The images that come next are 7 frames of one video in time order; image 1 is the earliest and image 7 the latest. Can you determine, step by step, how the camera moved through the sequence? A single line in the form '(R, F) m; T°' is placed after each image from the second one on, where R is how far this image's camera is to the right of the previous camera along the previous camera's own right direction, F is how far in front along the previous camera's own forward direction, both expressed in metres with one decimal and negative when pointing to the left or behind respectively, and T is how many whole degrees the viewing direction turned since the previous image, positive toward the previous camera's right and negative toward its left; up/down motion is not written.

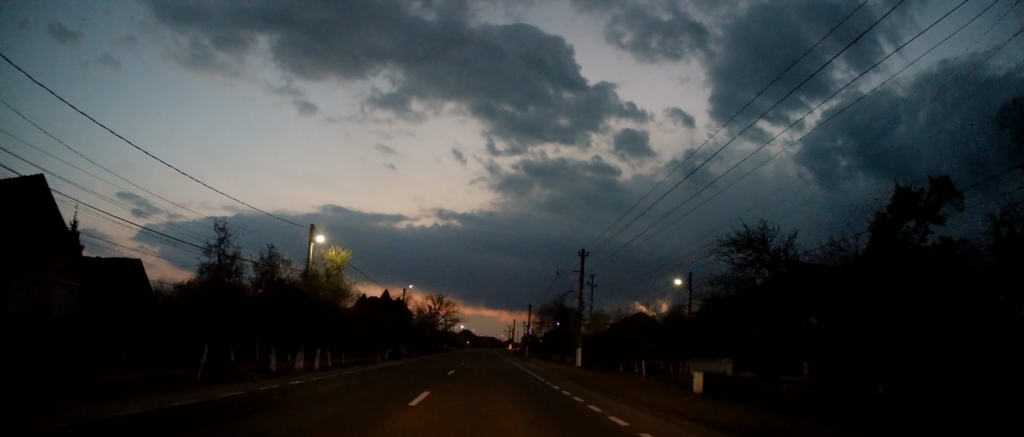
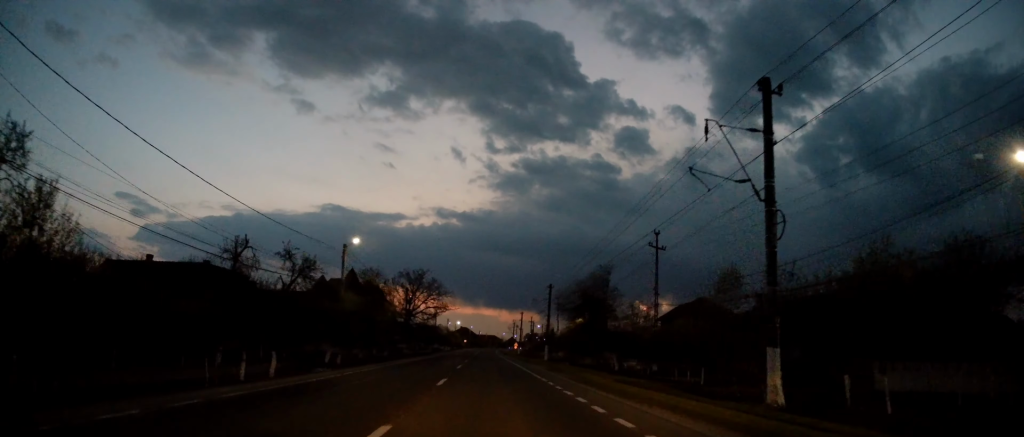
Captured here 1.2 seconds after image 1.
(-1.0, +28.8) m; -2°
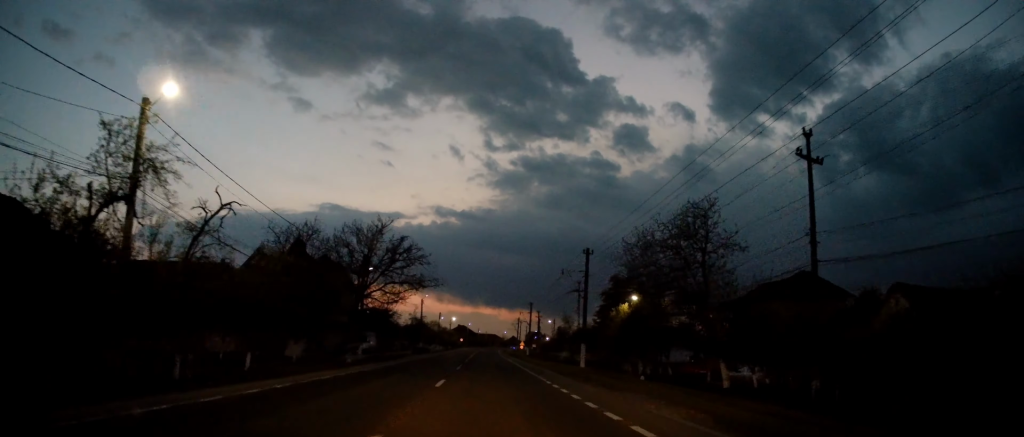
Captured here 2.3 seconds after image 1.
(+0.6, +24.2) m; +3°
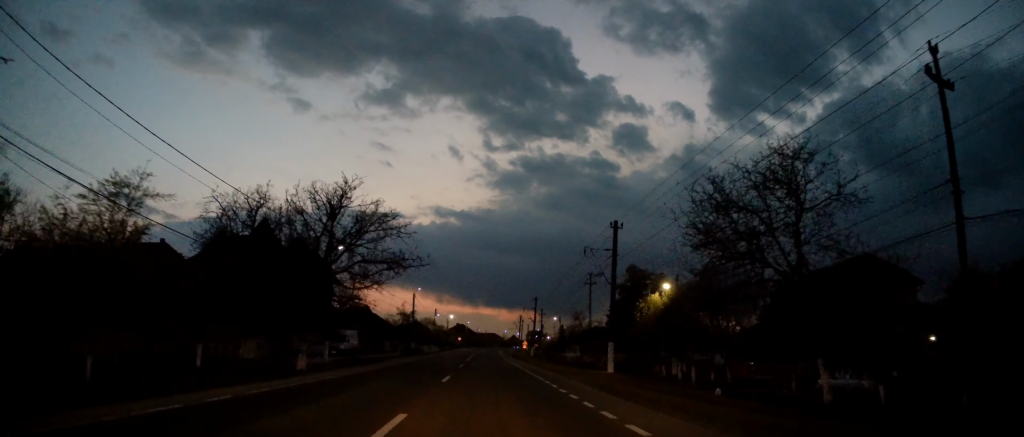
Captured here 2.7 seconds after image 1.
(+0.2, +9.4) m; 0°
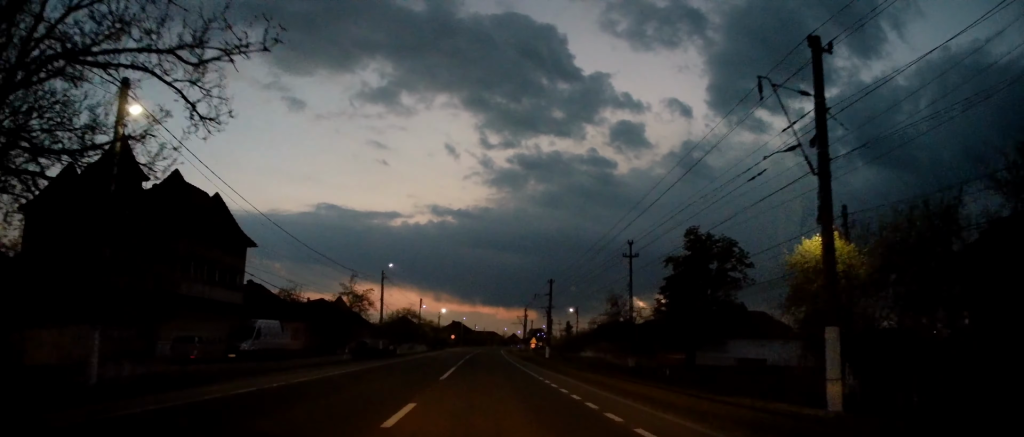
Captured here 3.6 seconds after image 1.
(+0.1, +21.8) m; -1°
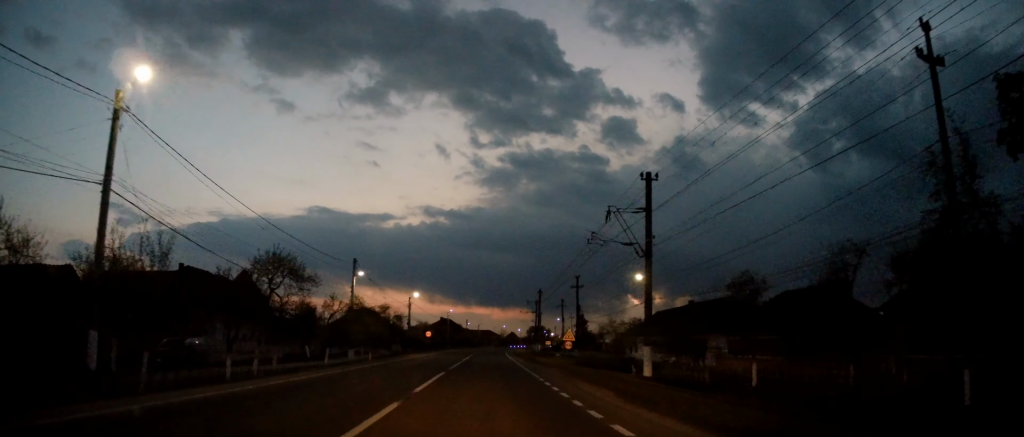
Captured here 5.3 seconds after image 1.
(-0.5, +40.3) m; -1°
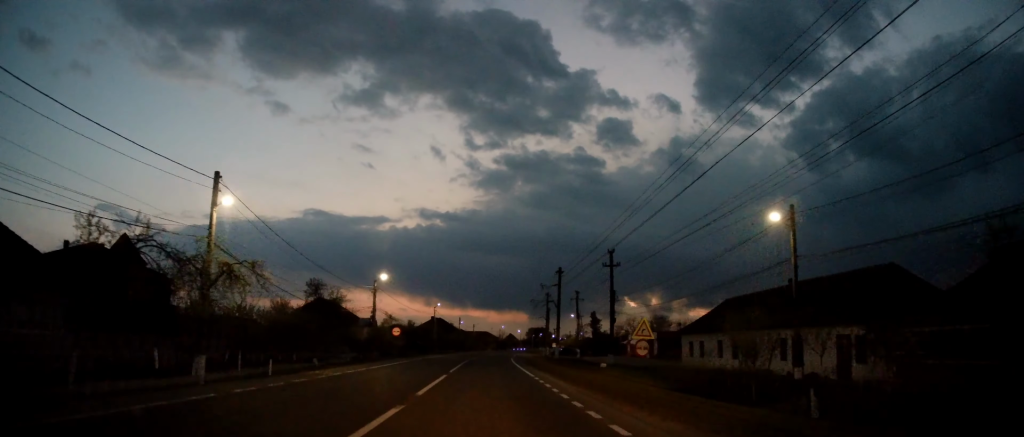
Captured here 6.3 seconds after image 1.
(+0.1, +23.1) m; +1°
